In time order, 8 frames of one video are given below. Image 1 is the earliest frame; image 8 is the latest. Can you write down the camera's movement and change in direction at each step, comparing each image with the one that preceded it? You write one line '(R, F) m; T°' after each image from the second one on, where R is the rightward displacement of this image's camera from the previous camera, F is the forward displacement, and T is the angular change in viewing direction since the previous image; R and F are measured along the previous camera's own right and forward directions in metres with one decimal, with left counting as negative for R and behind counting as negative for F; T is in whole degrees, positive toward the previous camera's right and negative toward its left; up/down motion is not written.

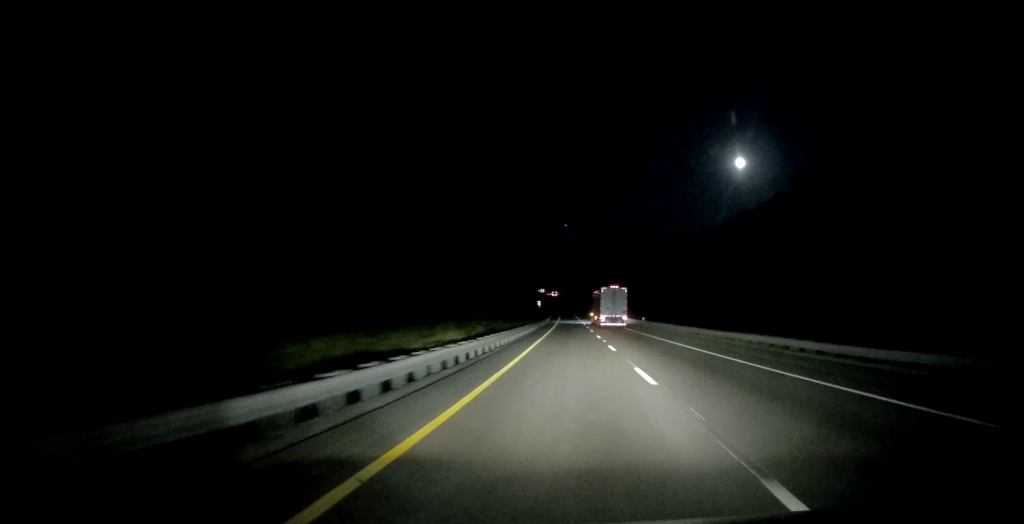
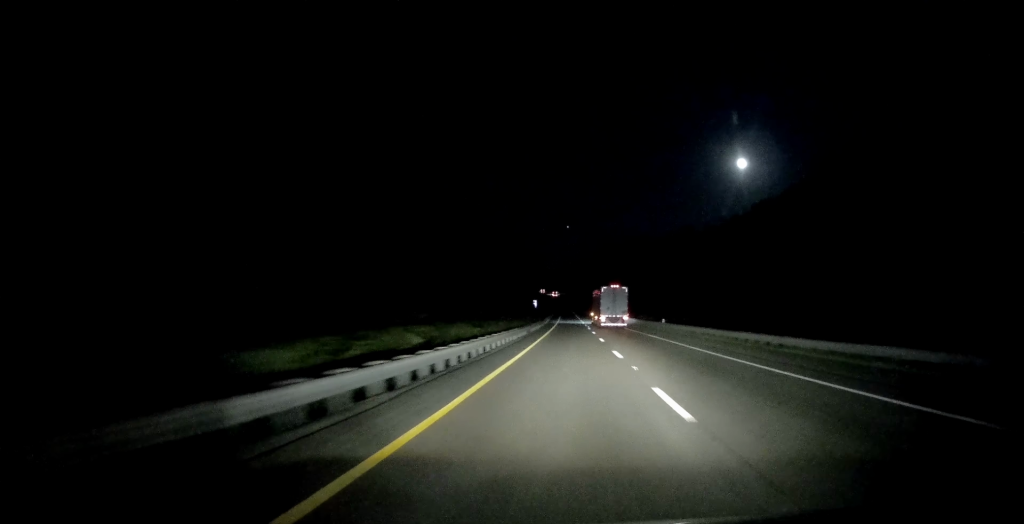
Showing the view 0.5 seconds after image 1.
(0.0, +16.2) m; 0°
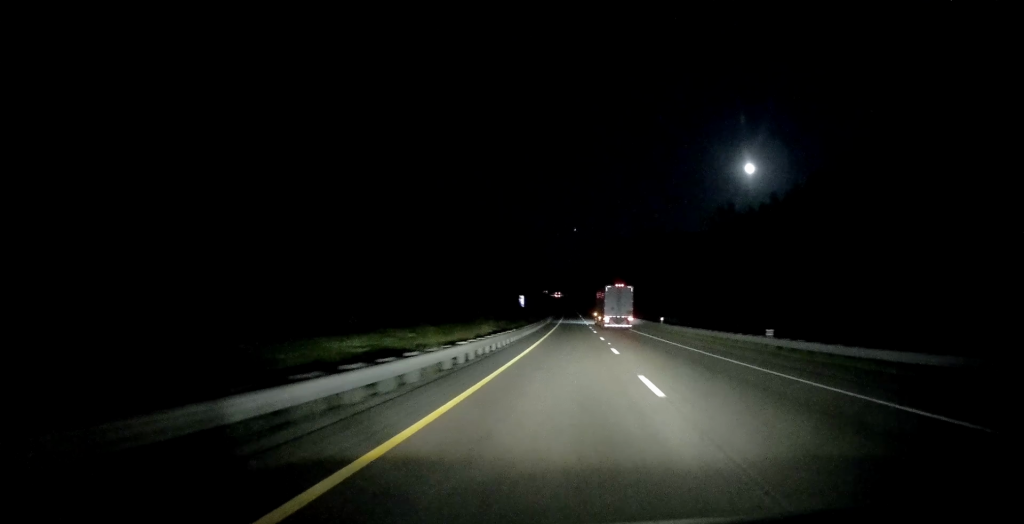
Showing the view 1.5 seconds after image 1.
(-0.1, +33.0) m; -1°
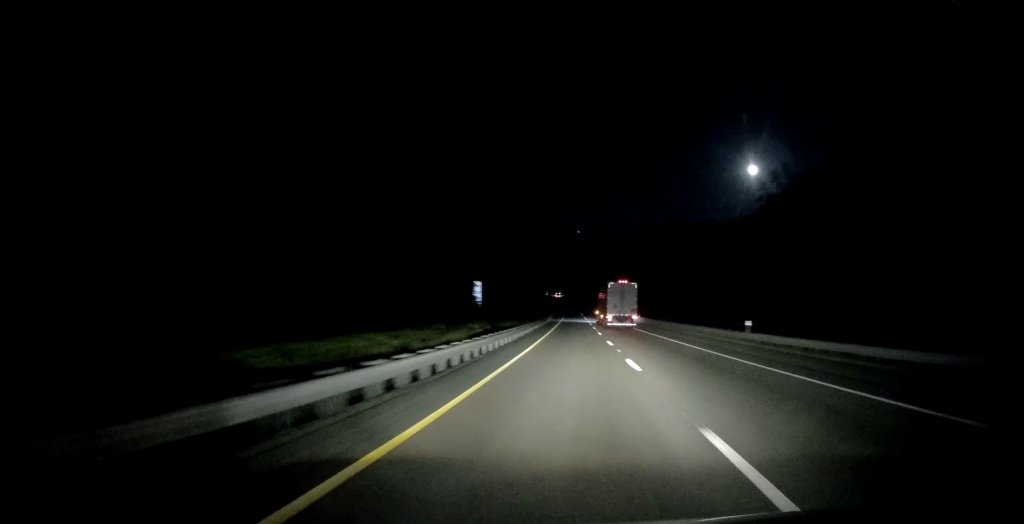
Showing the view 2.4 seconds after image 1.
(-0.6, +31.0) m; 0°
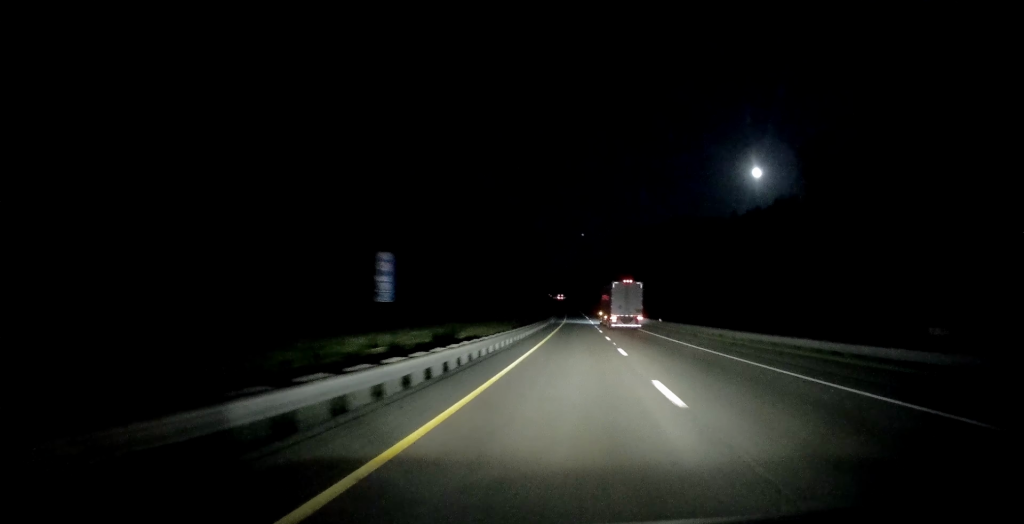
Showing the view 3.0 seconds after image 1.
(+0.2, +17.9) m; 0°
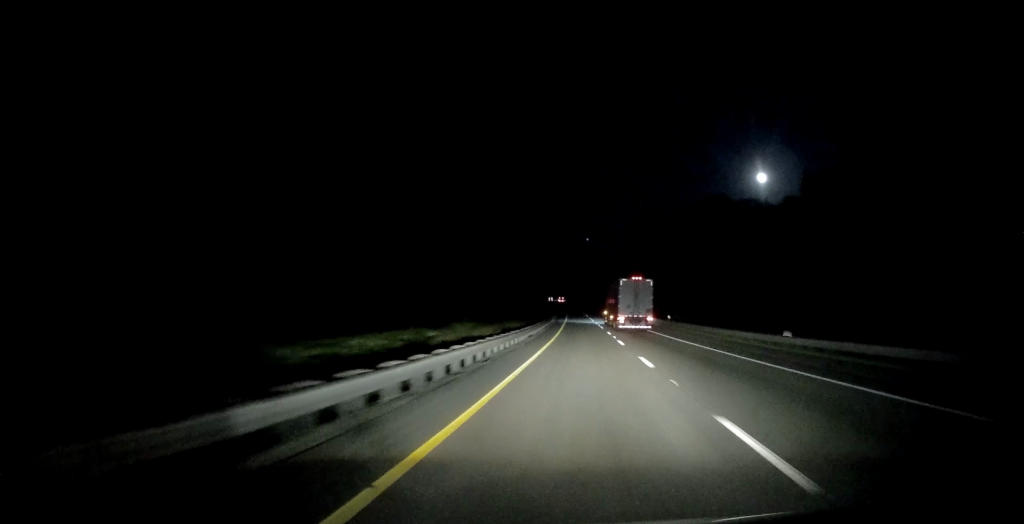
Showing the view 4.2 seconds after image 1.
(-0.1, +40.7) m; -1°
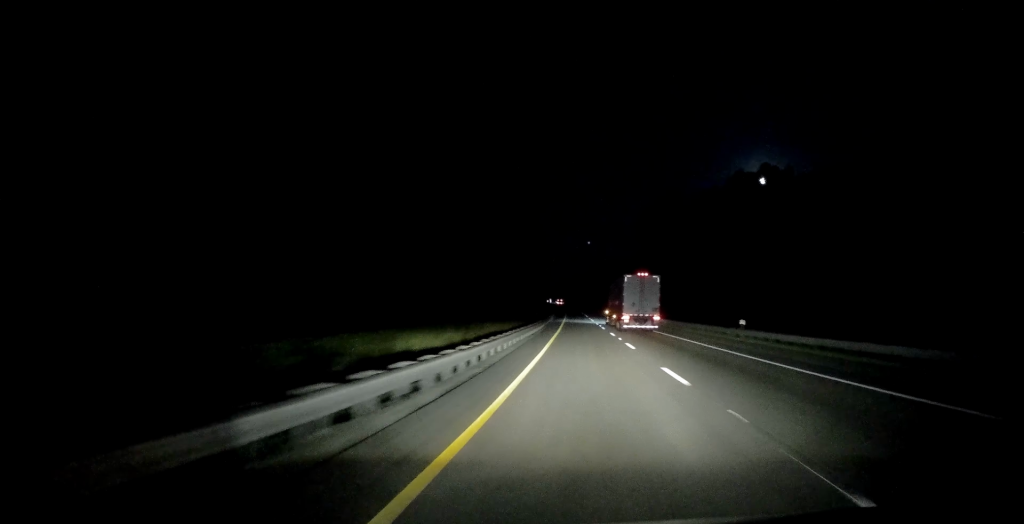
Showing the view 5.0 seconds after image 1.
(-0.1, +28.6) m; -1°
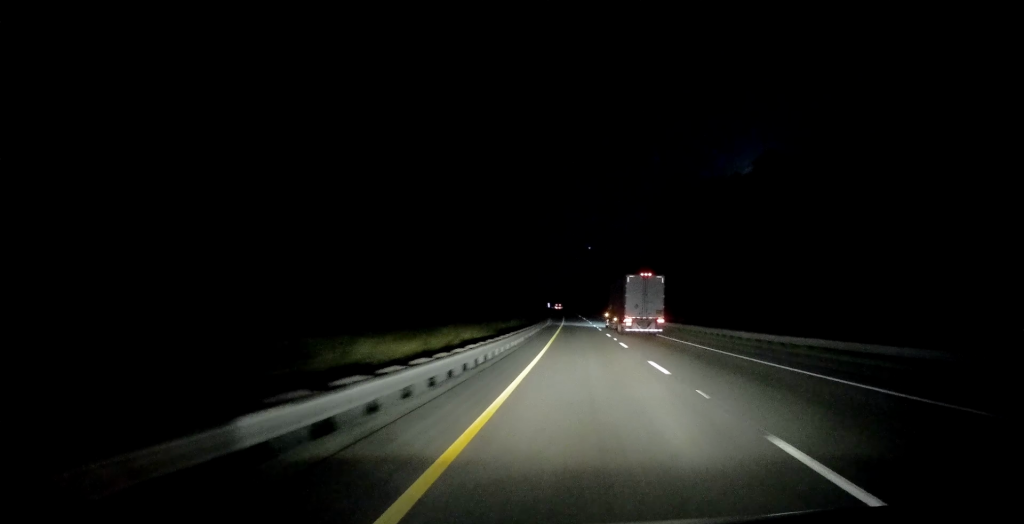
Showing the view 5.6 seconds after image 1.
(0.0, +21.7) m; 0°
